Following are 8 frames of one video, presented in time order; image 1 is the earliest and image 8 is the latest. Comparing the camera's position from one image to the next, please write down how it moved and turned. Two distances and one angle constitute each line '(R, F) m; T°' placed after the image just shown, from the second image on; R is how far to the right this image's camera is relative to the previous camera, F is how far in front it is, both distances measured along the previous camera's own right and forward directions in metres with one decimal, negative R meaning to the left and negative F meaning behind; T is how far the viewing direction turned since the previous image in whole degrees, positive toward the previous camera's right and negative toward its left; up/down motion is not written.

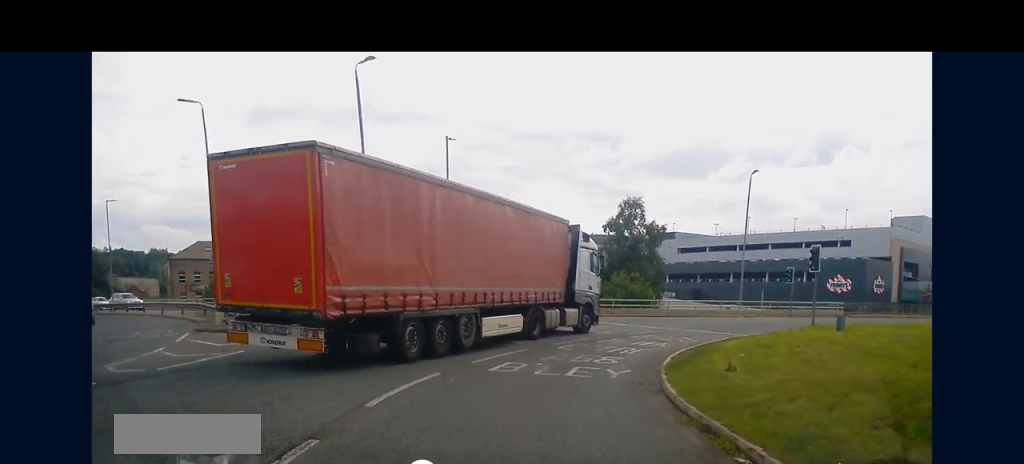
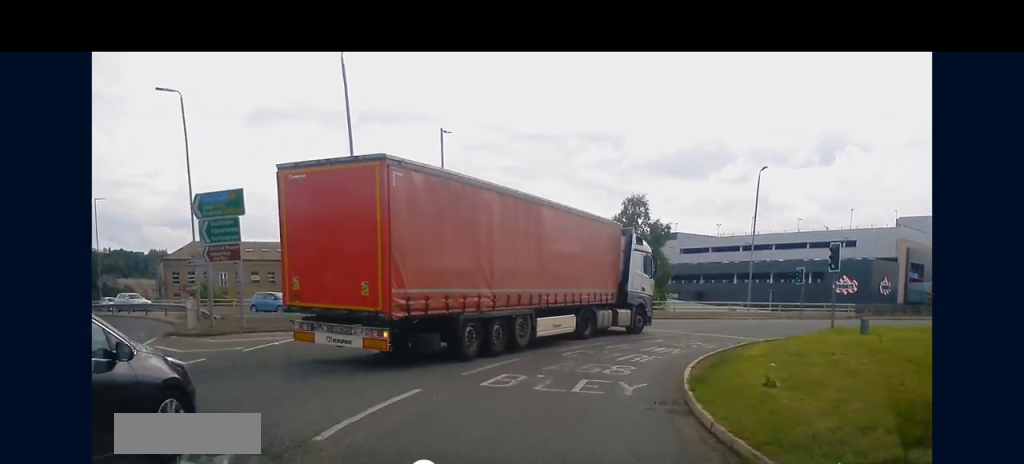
(-0.1, +2.1) m; -3°
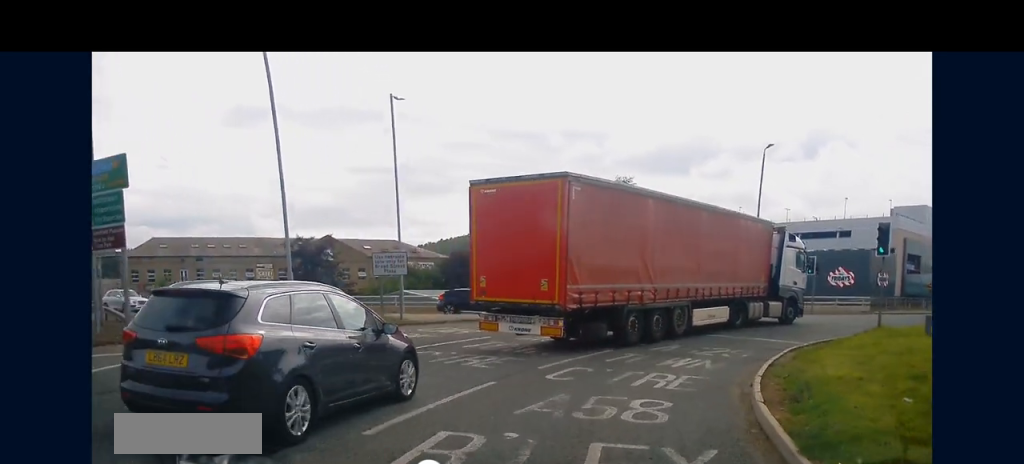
(-0.3, +5.8) m; -3°
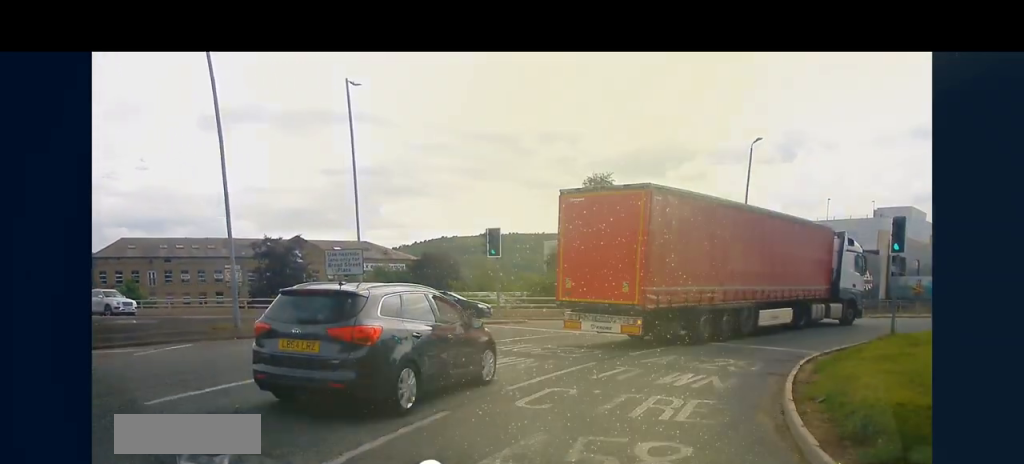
(+0.1, +2.8) m; +5°
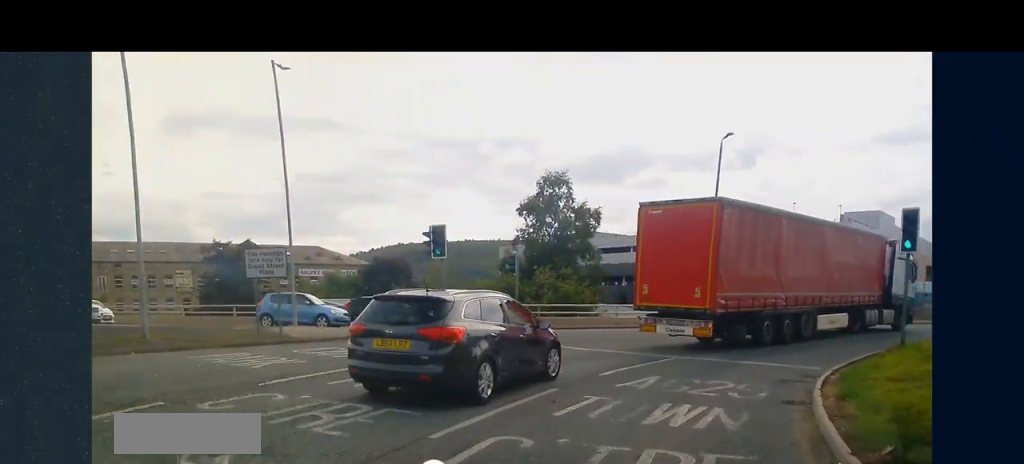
(+0.2, +2.9) m; +6°
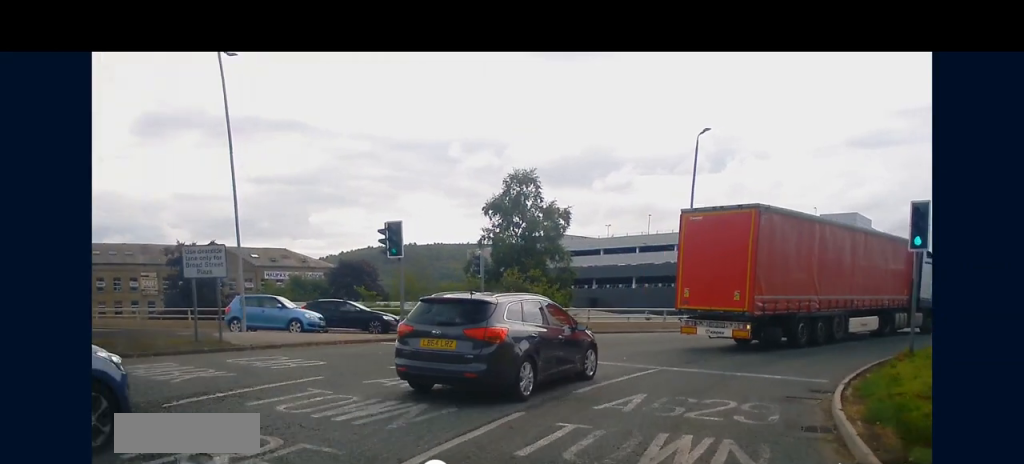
(0.0, +1.9) m; +5°
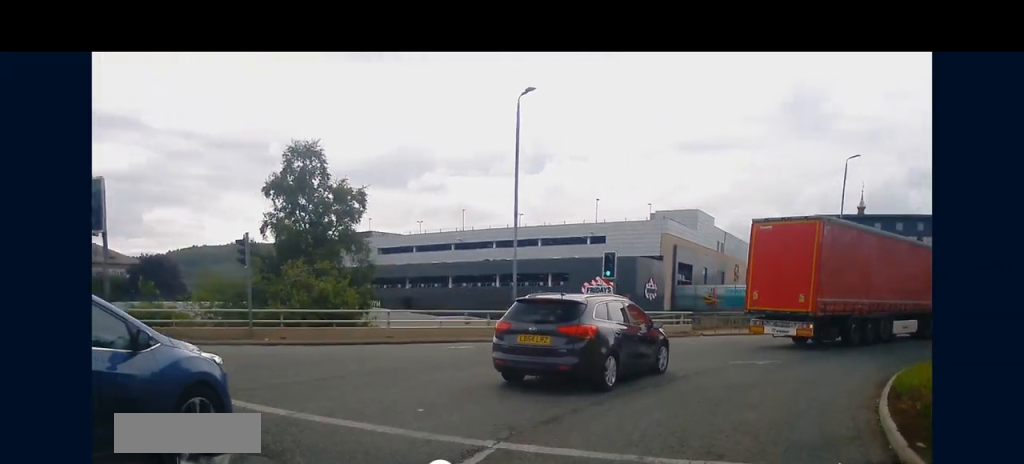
(+0.9, +7.3) m; +13°
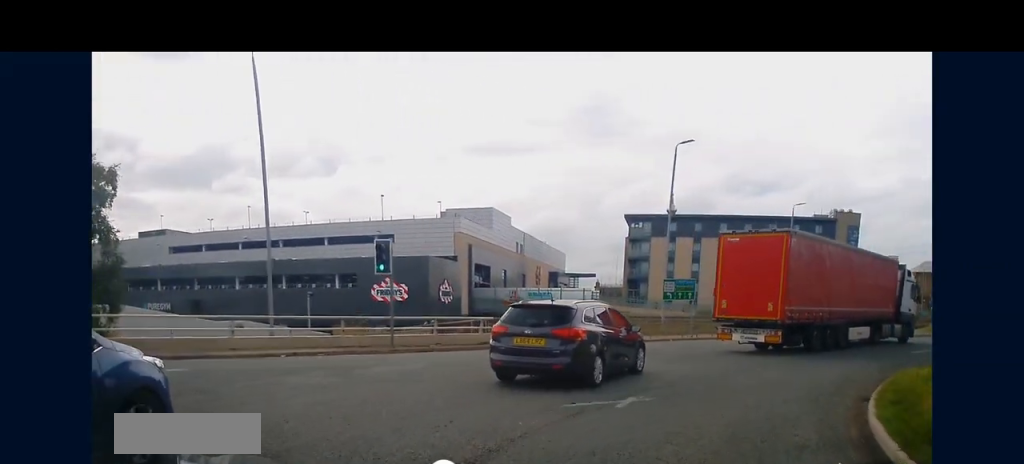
(+0.6, +6.3) m; +14°
